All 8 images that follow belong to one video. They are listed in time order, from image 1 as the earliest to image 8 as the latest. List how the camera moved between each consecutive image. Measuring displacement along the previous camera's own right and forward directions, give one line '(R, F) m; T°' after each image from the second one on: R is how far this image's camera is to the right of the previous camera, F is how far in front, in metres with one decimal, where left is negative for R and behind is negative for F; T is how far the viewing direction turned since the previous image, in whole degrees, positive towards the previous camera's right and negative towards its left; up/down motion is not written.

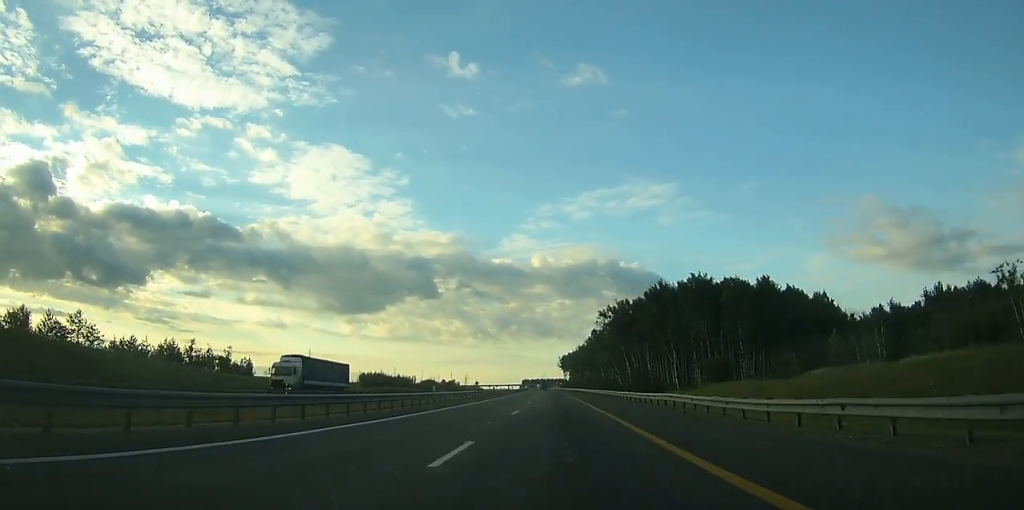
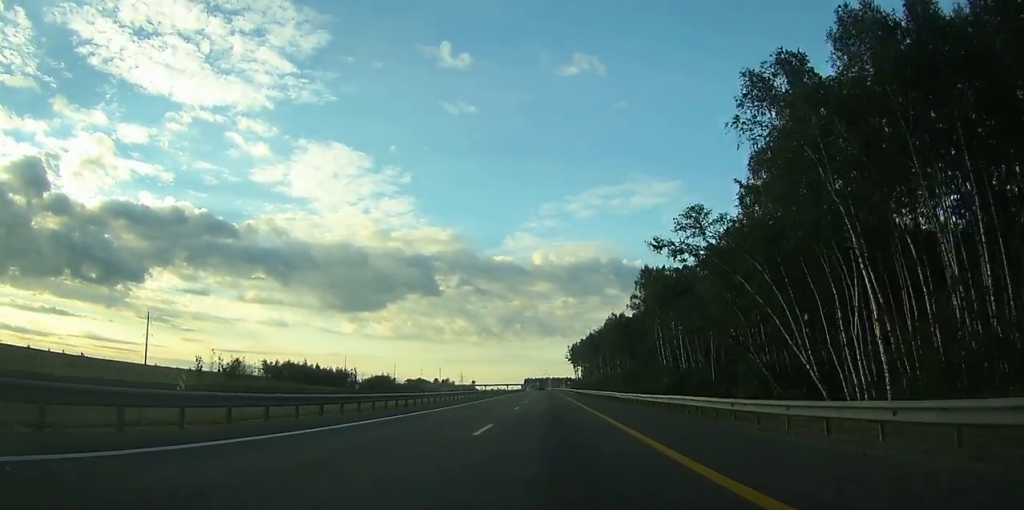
(-0.9, +104.0) m; -1°
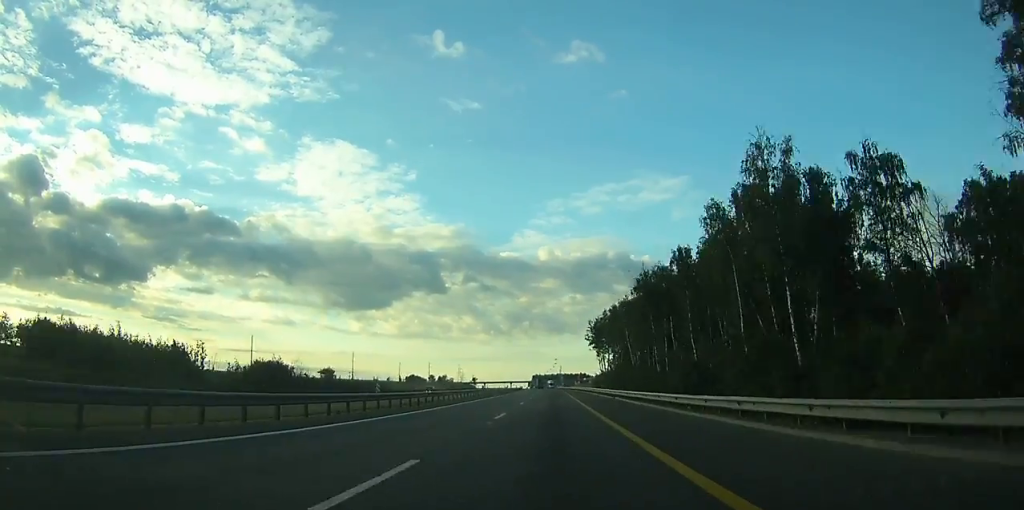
(-0.5, +97.5) m; -1°
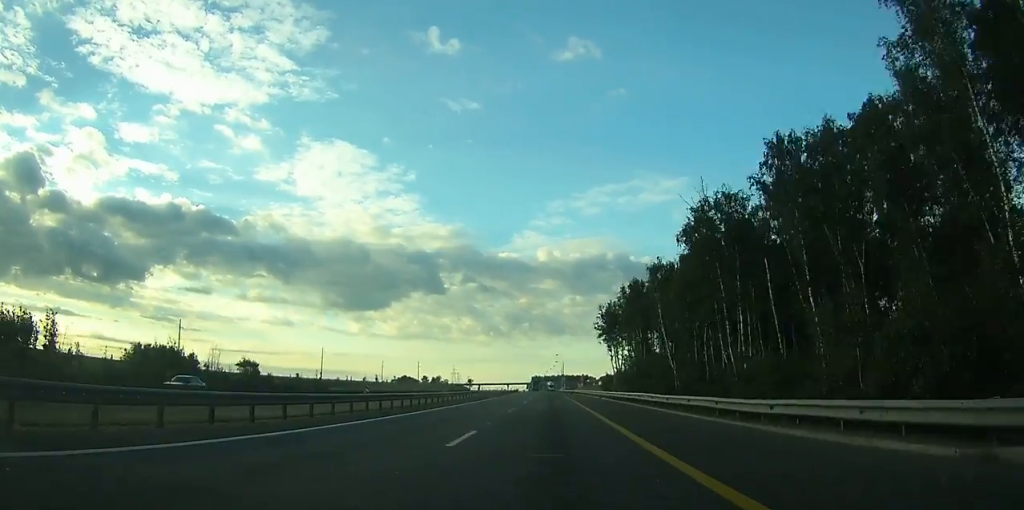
(-0.2, +41.1) m; -1°
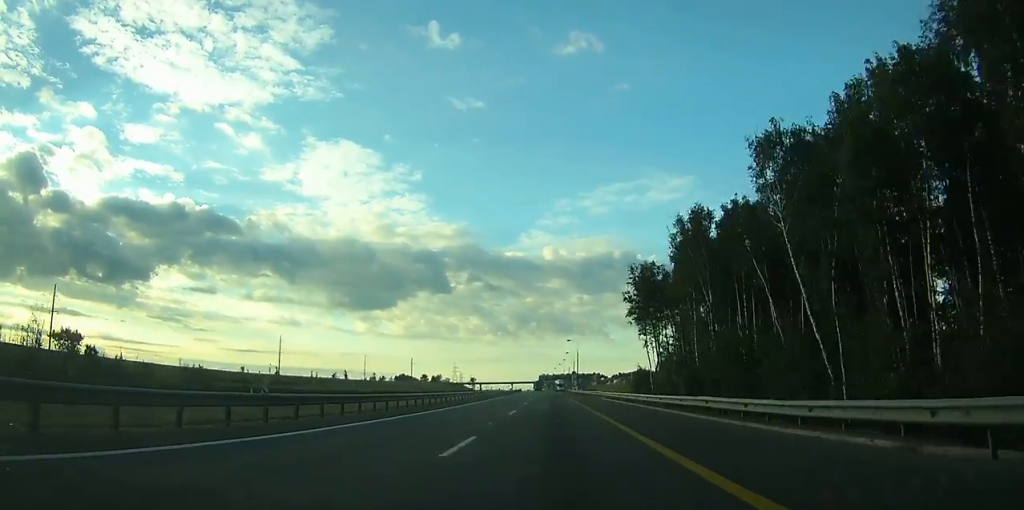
(0.0, +49.3) m; -1°
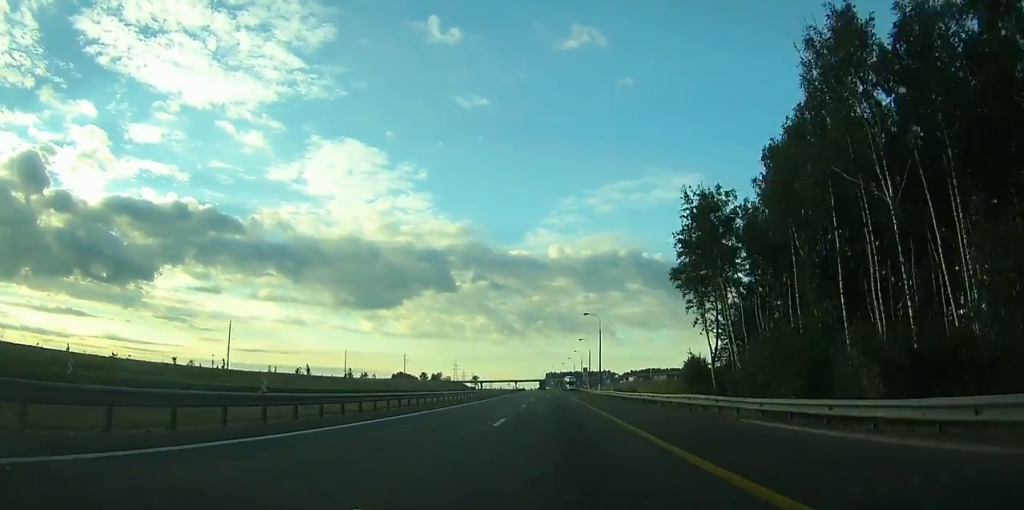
(-0.4, +38.1) m; -1°
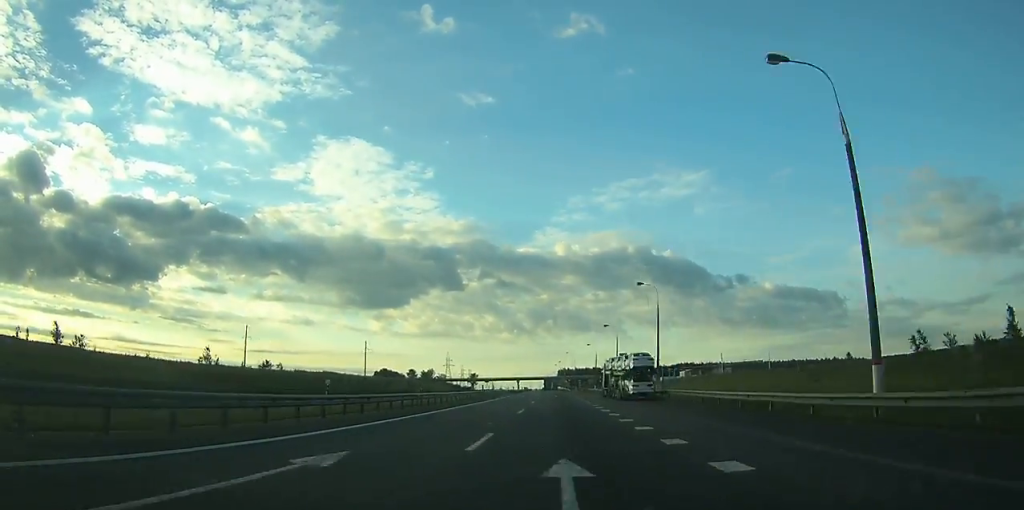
(-1.2, +98.9) m; -1°
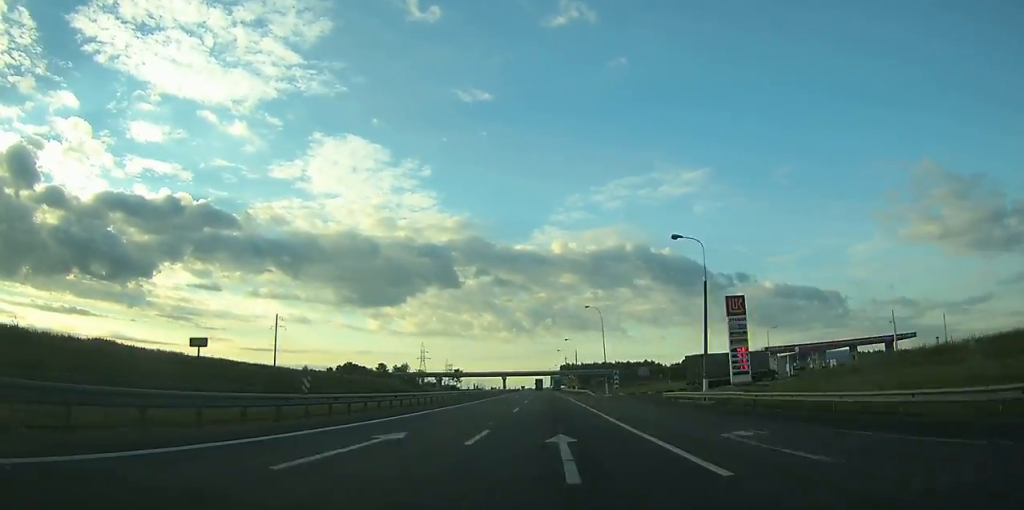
(-0.5, +88.3) m; -1°
